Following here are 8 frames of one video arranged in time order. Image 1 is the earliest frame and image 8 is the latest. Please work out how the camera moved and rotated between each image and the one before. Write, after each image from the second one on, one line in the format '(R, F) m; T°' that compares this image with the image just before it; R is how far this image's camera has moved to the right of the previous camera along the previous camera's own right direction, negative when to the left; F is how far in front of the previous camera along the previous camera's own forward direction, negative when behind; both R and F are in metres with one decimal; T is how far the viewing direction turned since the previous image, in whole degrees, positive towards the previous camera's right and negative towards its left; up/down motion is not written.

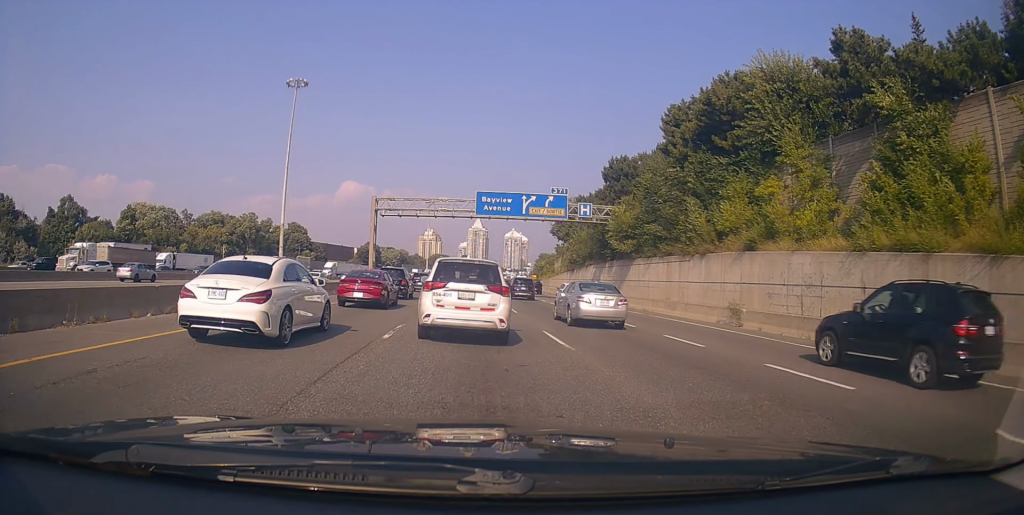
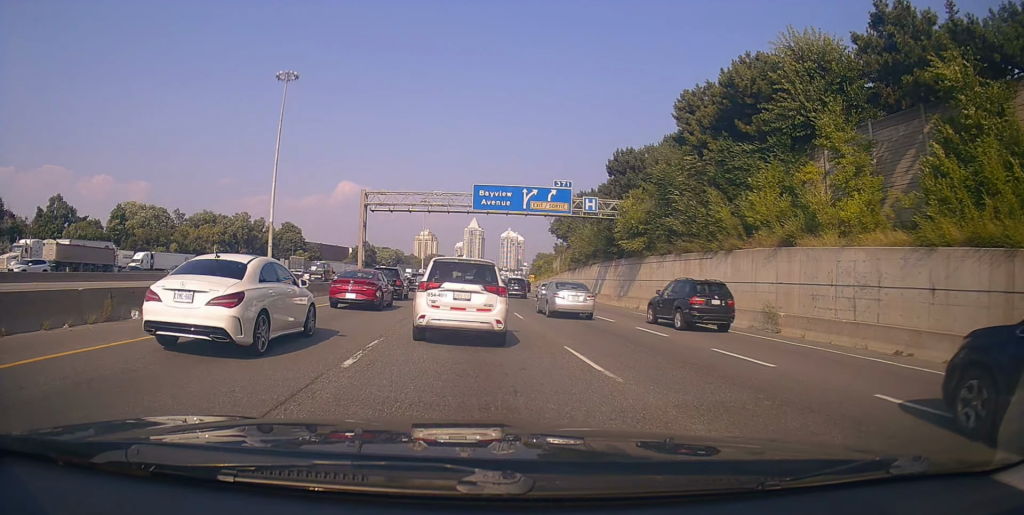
(-0.2, +3.1) m; -1°
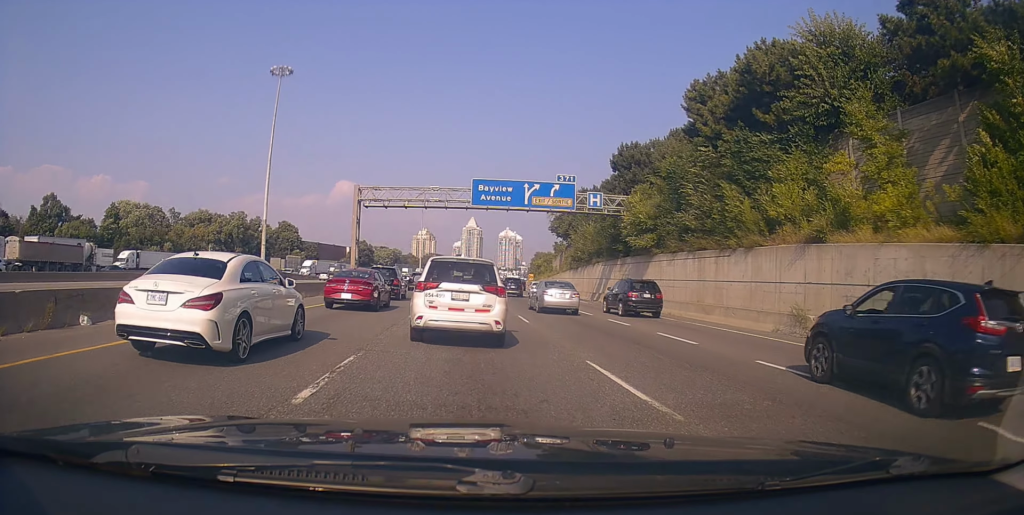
(0.0, +2.1) m; 0°
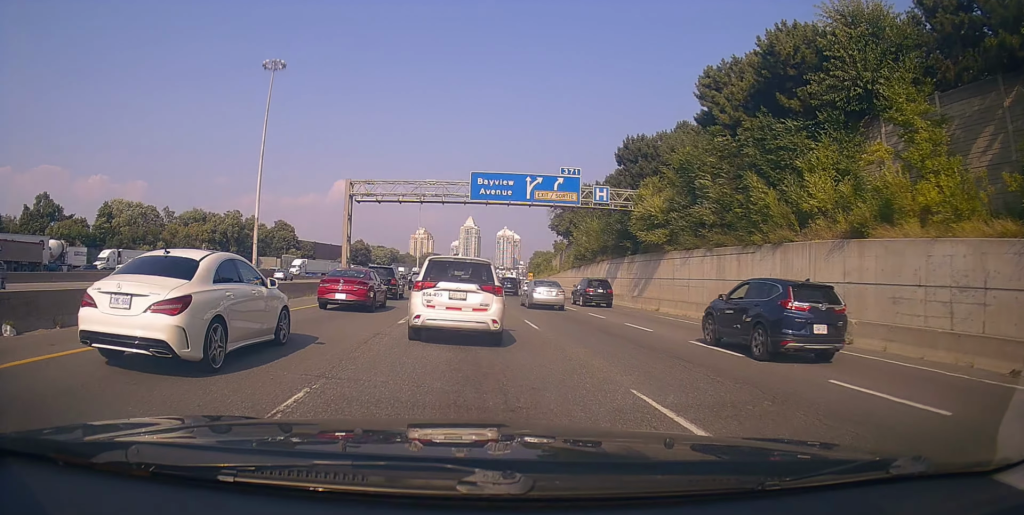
(+0.1, +2.7) m; 0°
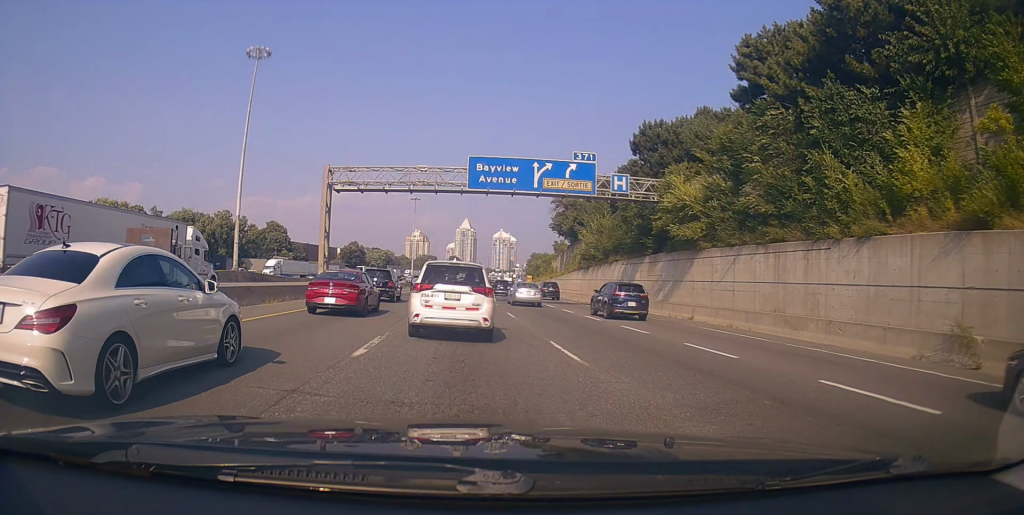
(-0.1, +5.8) m; +1°
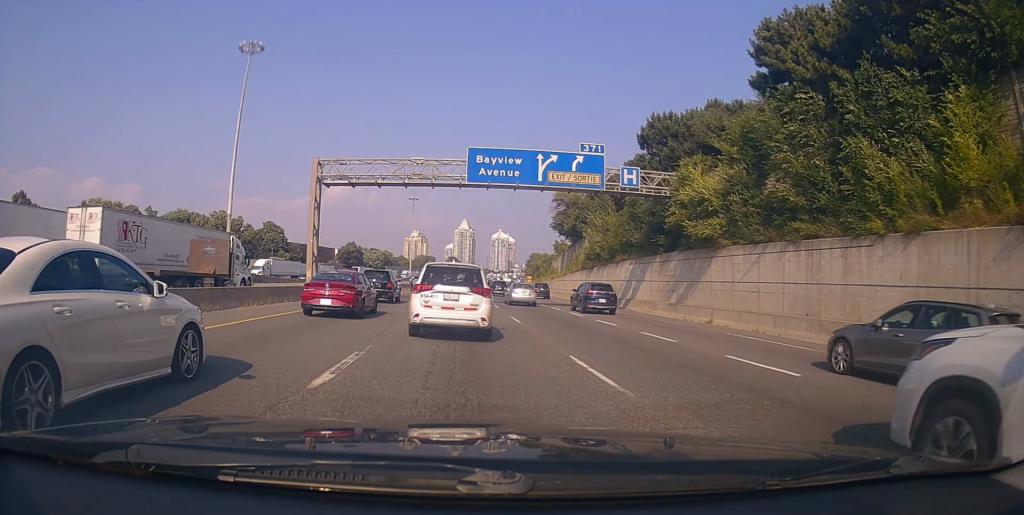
(0.0, +2.1) m; +2°
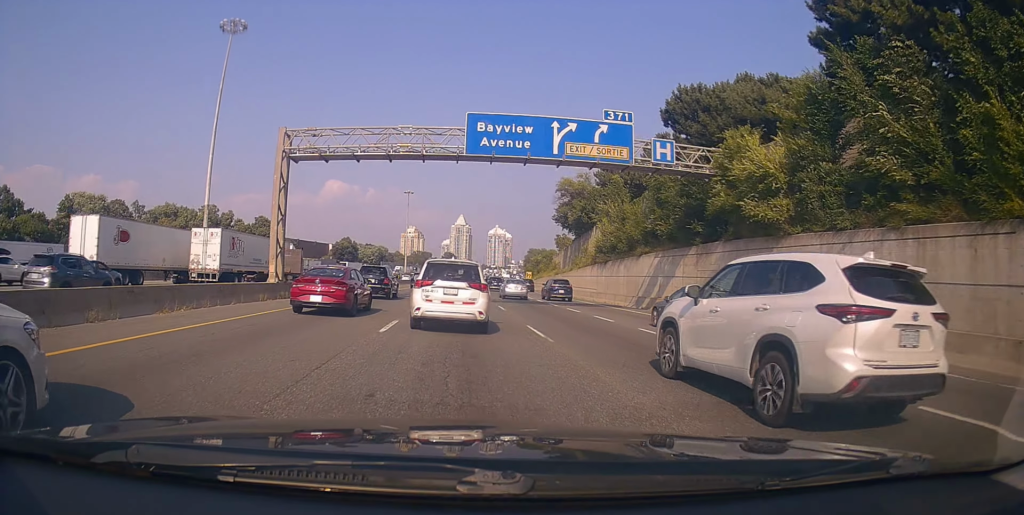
(+0.2, +5.4) m; -1°
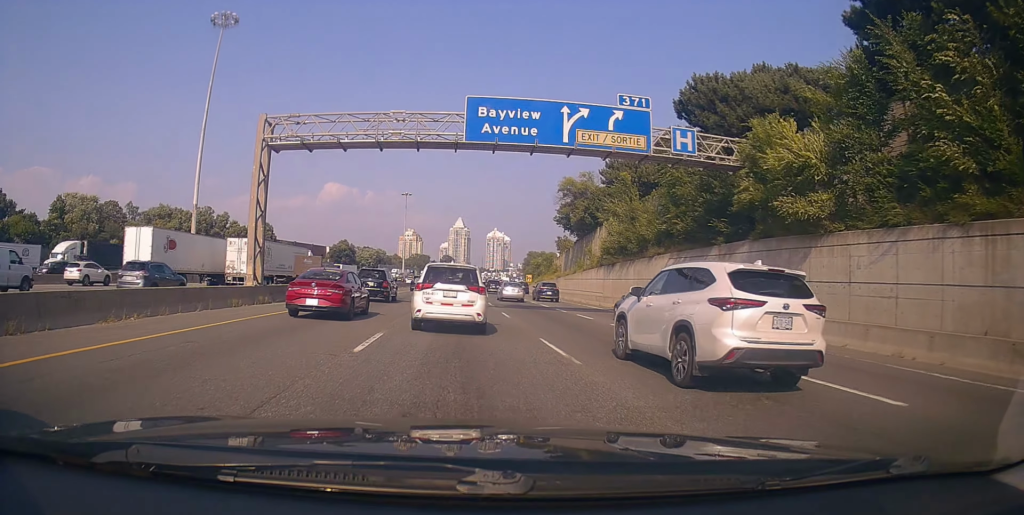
(-0.1, +2.7) m; -1°
